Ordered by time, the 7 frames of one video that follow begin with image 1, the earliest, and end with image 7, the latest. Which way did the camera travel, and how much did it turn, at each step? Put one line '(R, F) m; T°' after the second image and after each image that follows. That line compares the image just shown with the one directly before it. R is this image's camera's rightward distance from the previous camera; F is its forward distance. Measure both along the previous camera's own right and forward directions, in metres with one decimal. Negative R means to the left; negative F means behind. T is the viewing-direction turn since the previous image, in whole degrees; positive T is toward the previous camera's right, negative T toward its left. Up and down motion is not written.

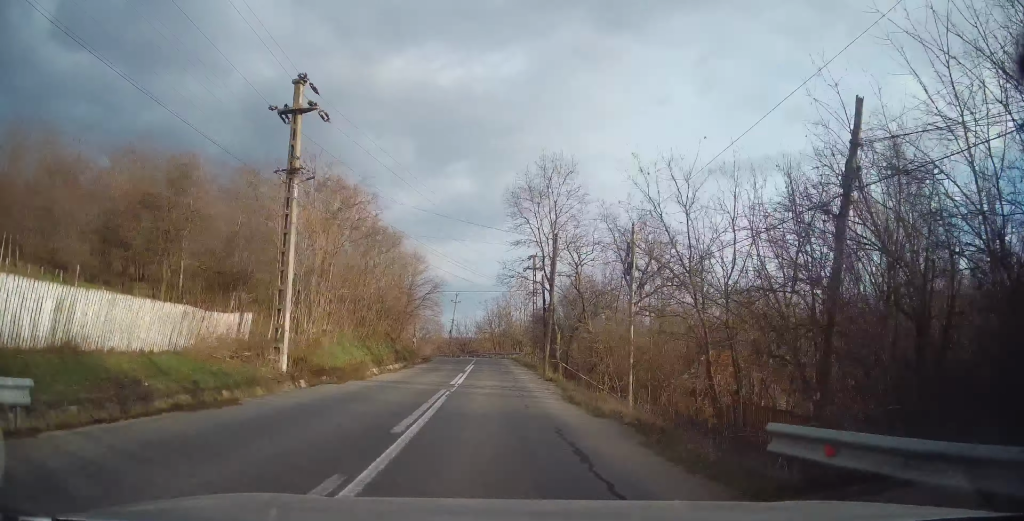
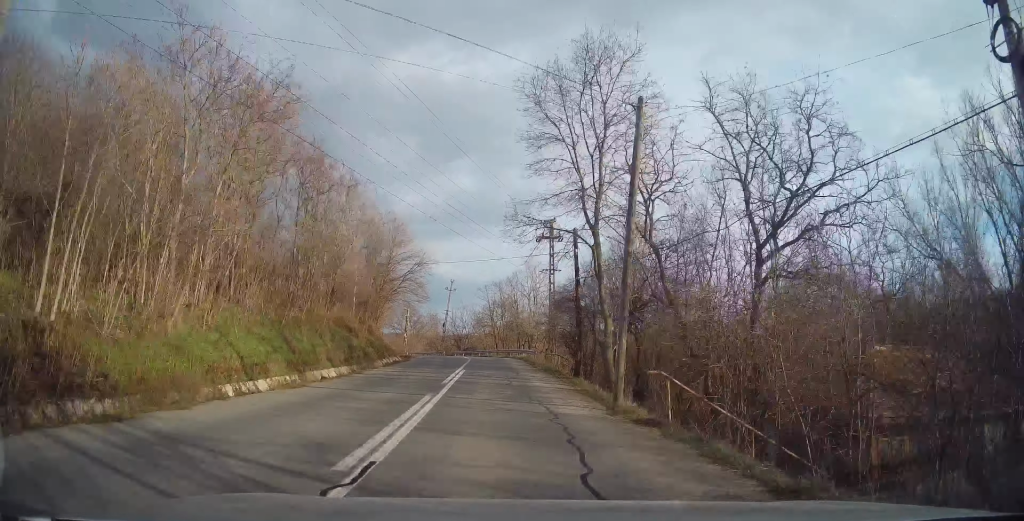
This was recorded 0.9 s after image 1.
(+0.2, +14.3) m; +1°
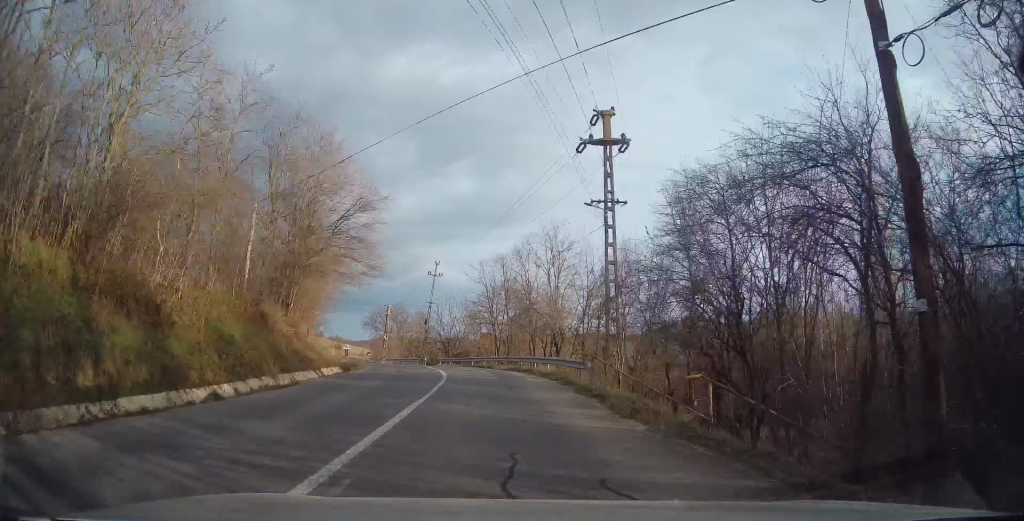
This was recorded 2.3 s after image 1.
(+0.3, +20.1) m; -1°
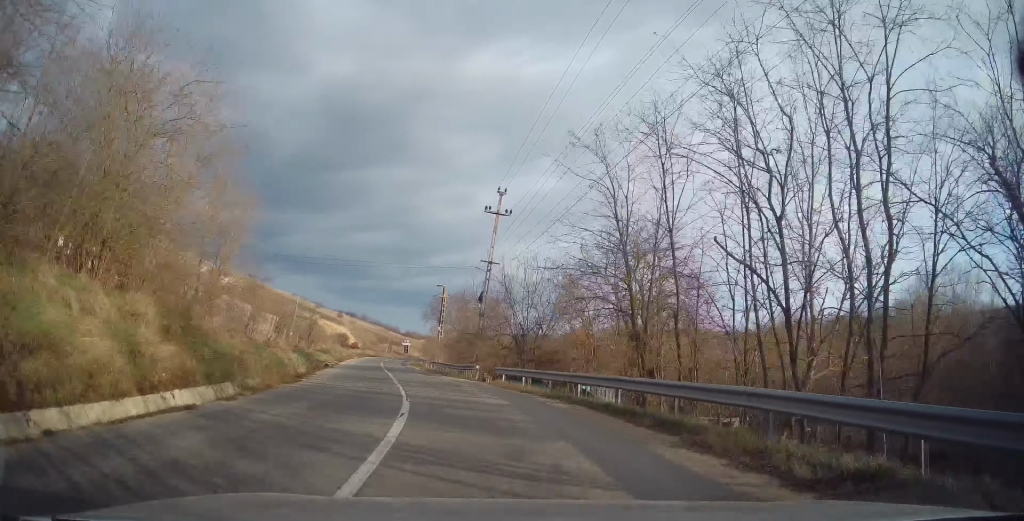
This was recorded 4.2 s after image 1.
(-1.9, +27.8) m; -9°
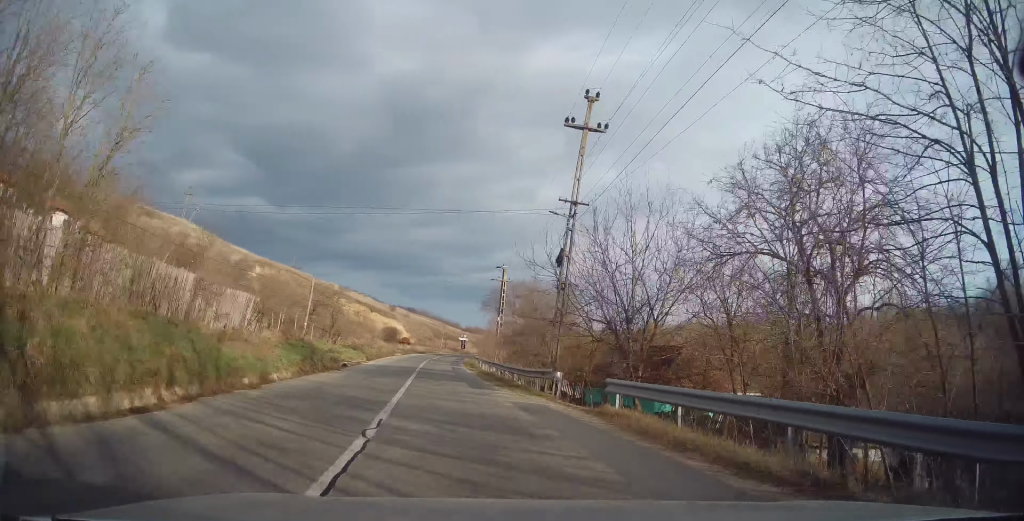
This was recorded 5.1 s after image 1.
(-0.5, +12.7) m; -8°
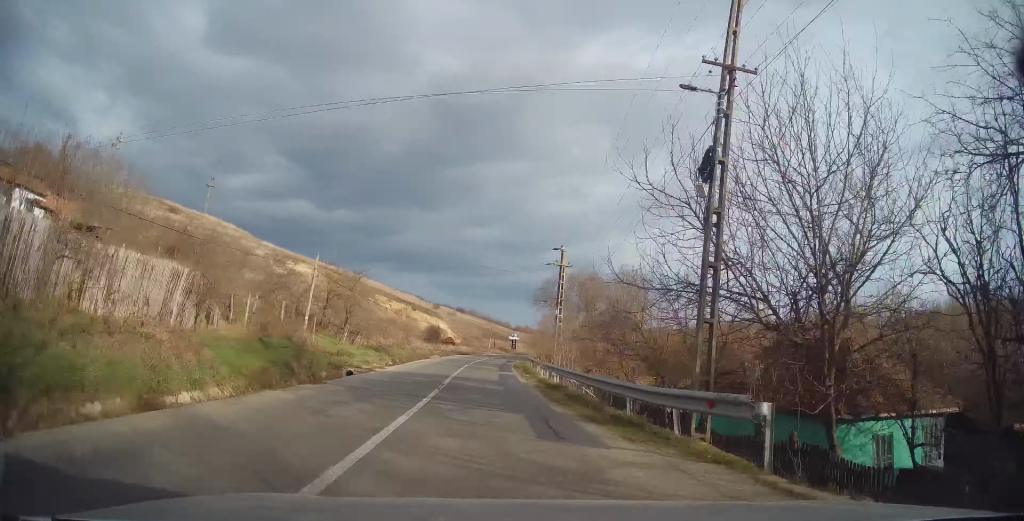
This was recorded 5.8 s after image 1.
(-0.9, +10.0) m; -3°
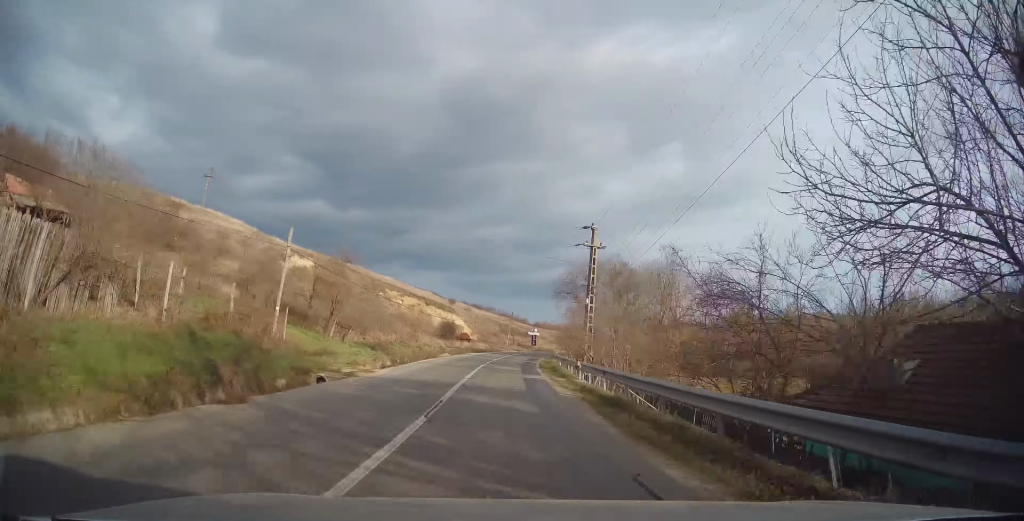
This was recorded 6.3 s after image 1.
(-0.5, +7.0) m; -2°
